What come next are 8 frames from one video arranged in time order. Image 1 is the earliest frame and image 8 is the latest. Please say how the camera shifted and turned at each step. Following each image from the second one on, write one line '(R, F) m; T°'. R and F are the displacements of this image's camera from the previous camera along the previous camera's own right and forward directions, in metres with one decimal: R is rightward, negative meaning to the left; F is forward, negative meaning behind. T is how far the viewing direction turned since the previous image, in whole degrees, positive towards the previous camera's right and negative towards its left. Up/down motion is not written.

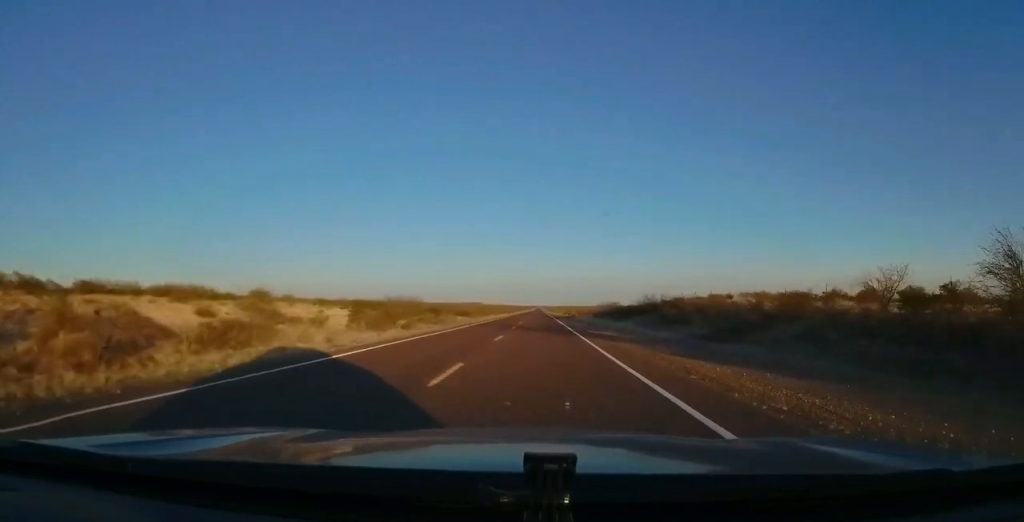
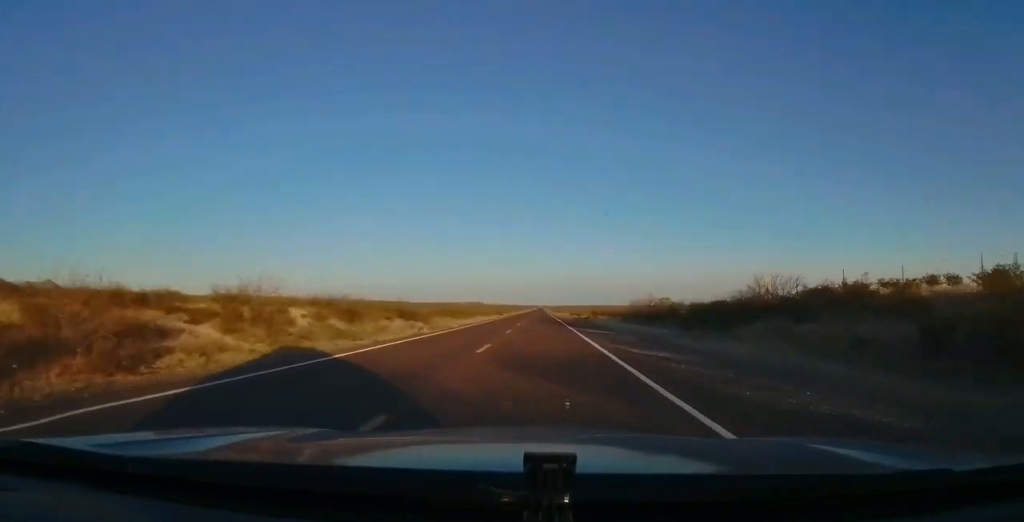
(+0.3, +30.4) m; +1°
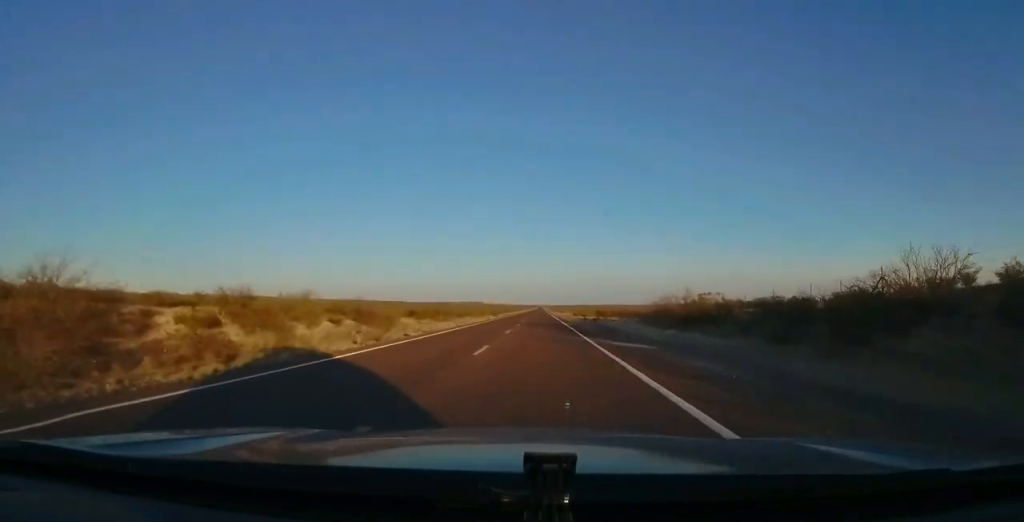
(0.0, +12.7) m; 0°
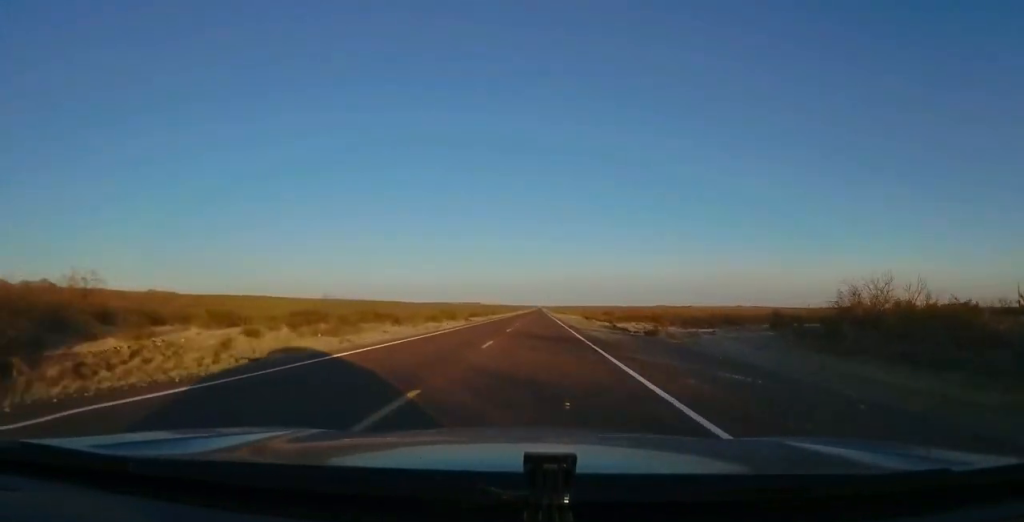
(0.0, +34.1) m; -1°
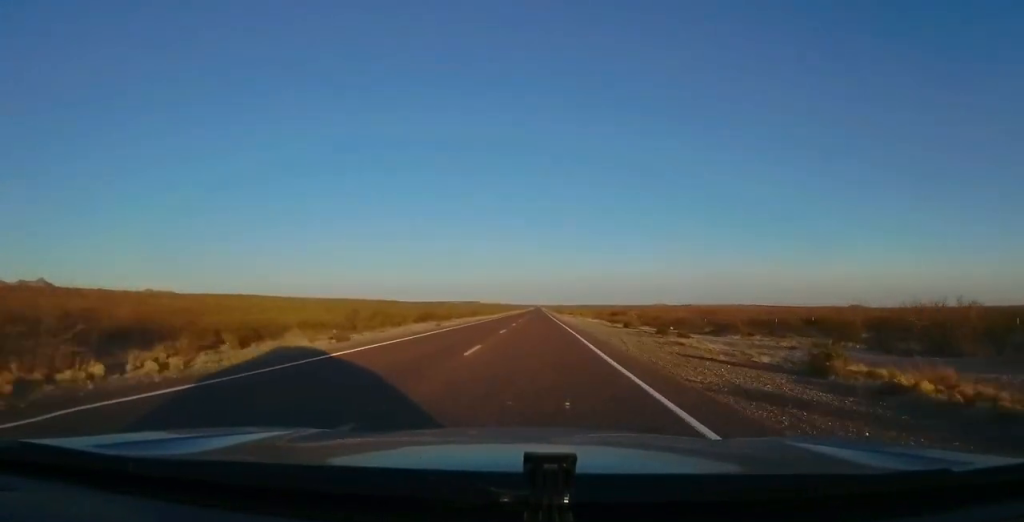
(-0.2, +39.0) m; 0°
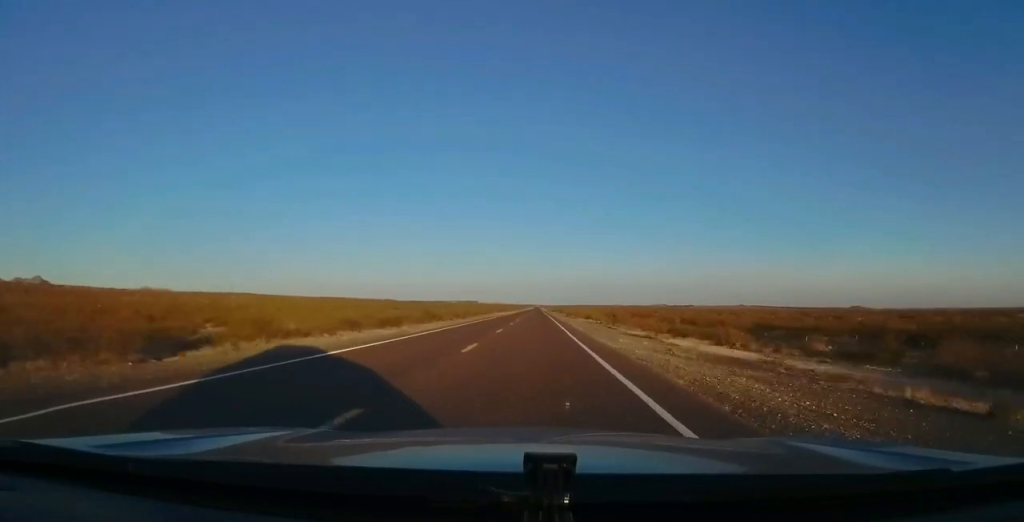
(-0.3, +47.9) m; 0°
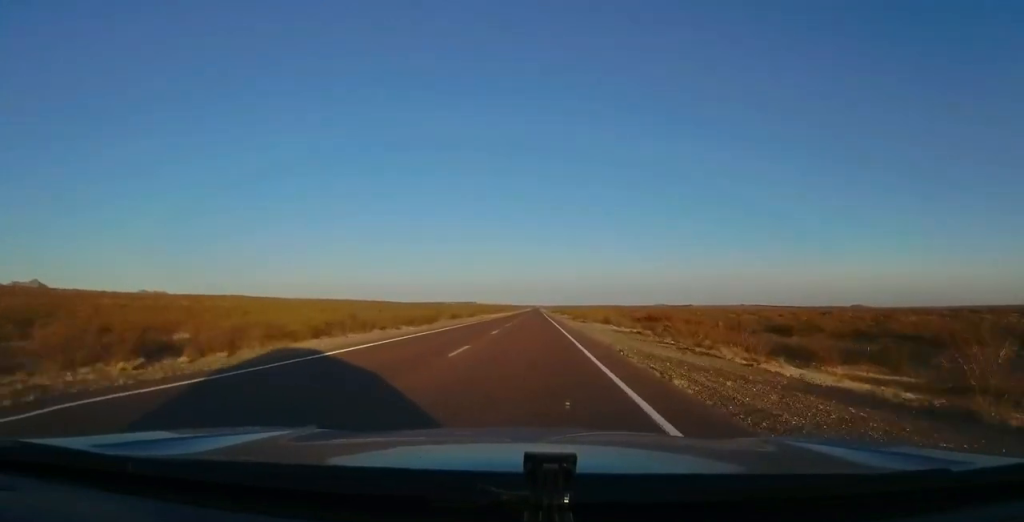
(+0.5, +25.4) m; +1°
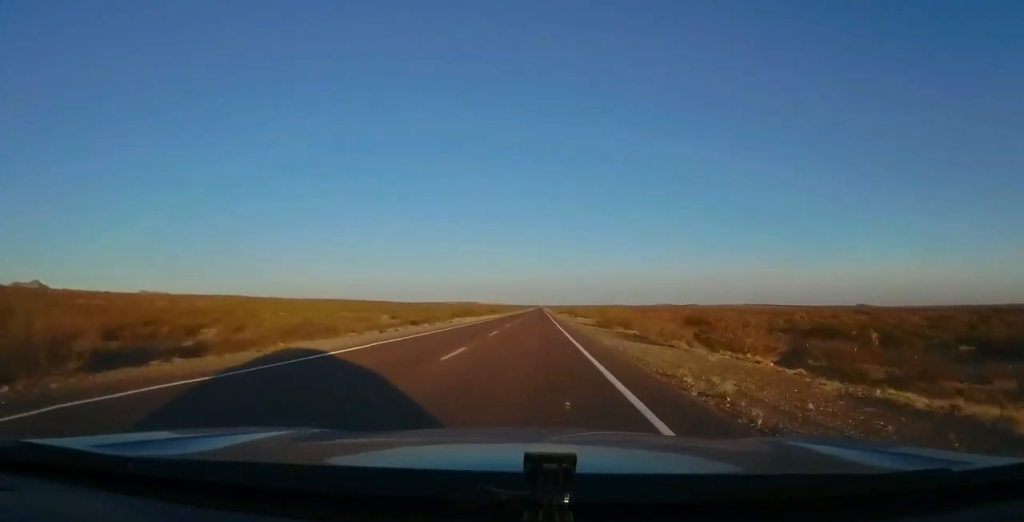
(-0.2, +37.2) m; -1°
